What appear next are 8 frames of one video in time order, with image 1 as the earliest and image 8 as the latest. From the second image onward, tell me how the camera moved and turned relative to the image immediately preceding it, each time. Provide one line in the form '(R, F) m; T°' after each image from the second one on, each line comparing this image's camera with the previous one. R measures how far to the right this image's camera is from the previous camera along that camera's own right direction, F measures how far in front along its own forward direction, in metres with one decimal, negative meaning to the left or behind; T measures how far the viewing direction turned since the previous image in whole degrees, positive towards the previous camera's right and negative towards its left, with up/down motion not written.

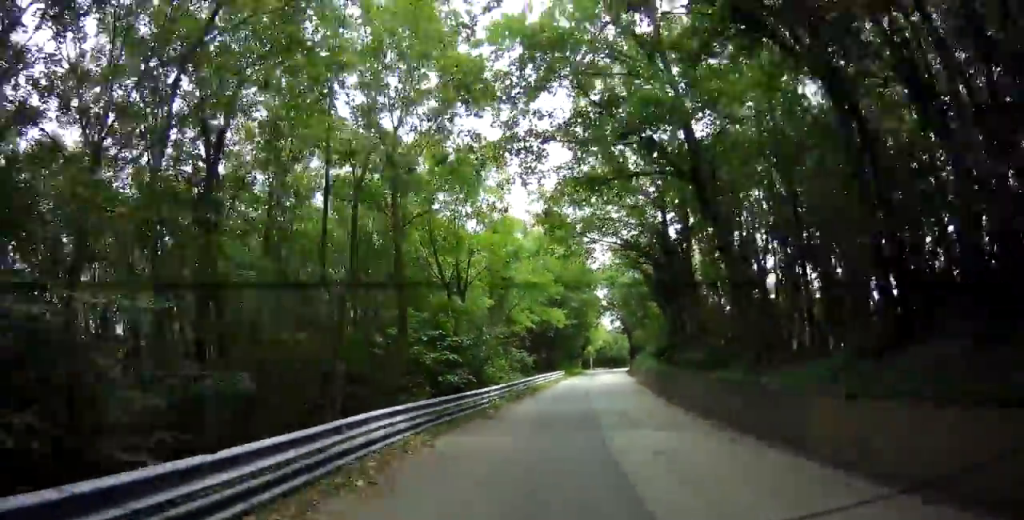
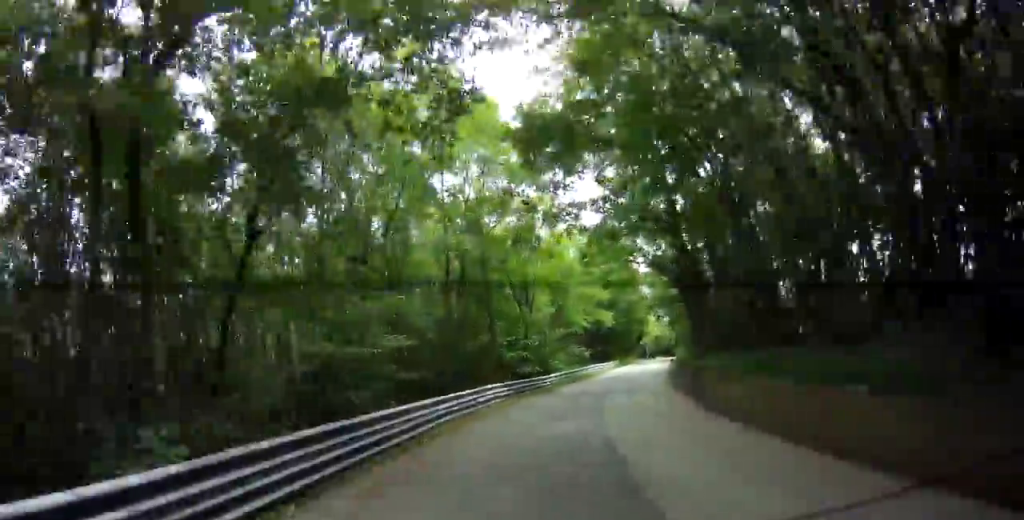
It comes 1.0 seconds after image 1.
(-0.6, +9.4) m; -15°
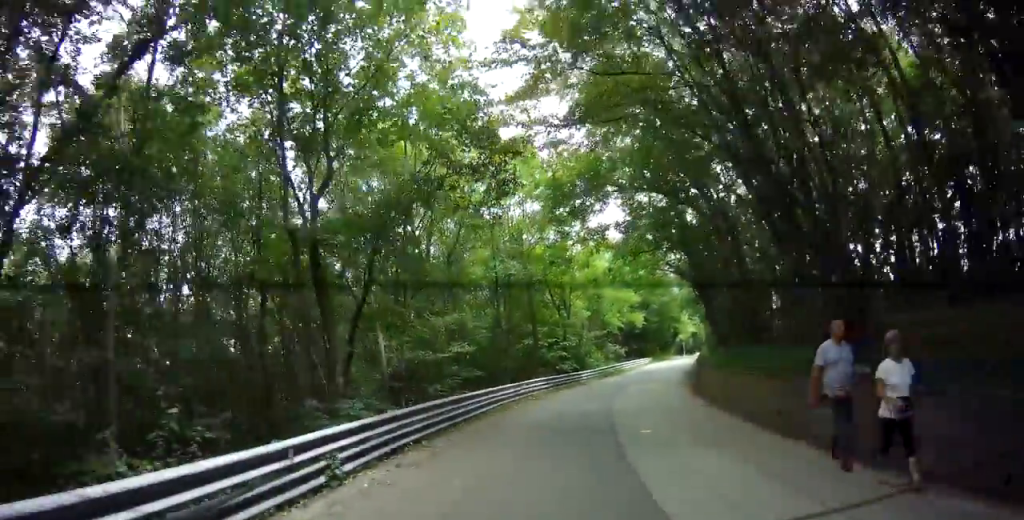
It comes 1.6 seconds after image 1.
(-1.0, +5.4) m; -6°
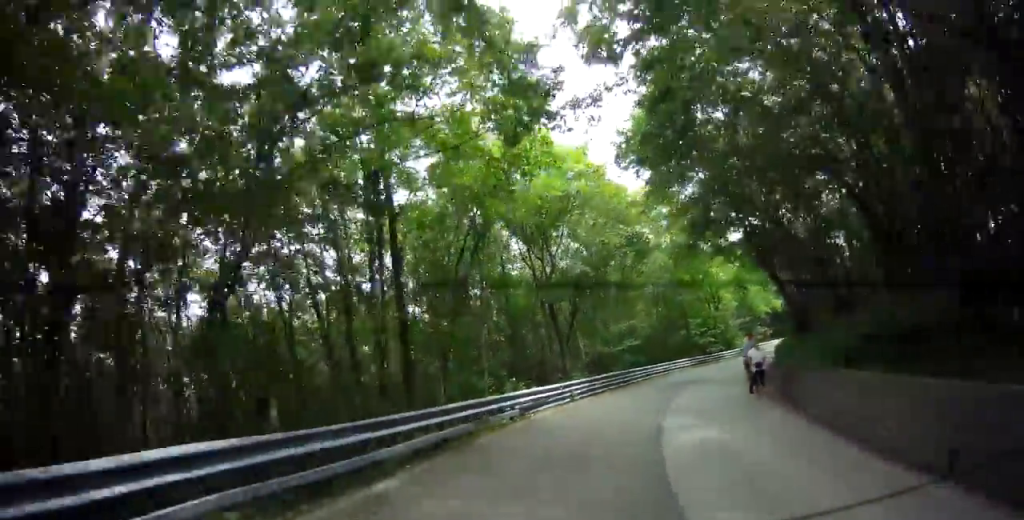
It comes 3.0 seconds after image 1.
(-1.0, +13.4) m; -6°
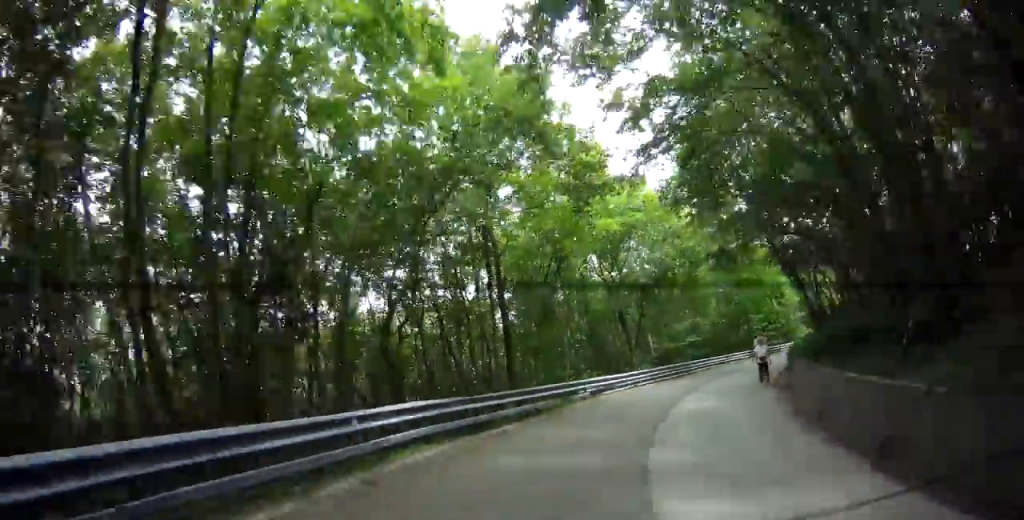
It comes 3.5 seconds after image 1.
(-0.2, +4.7) m; -5°
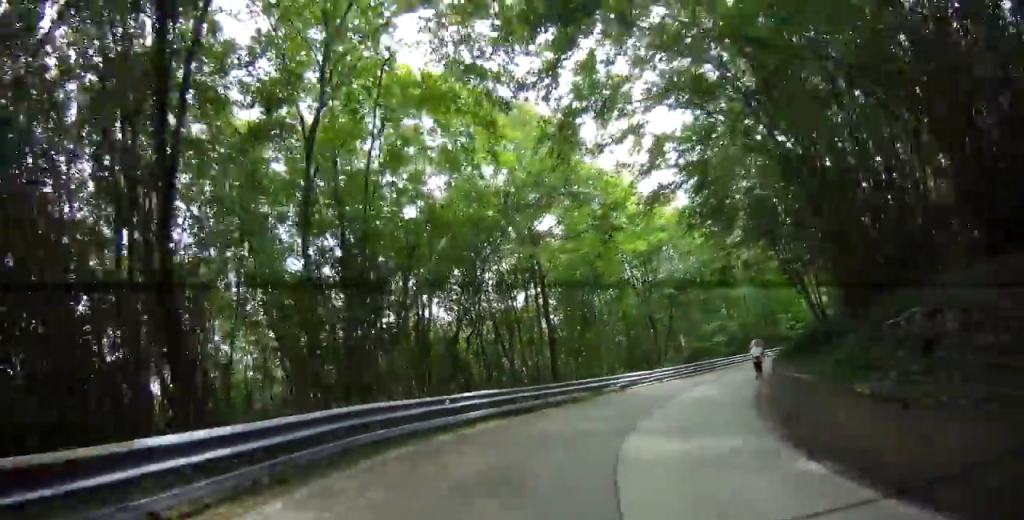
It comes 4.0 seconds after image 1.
(+0.1, +3.5) m; -4°
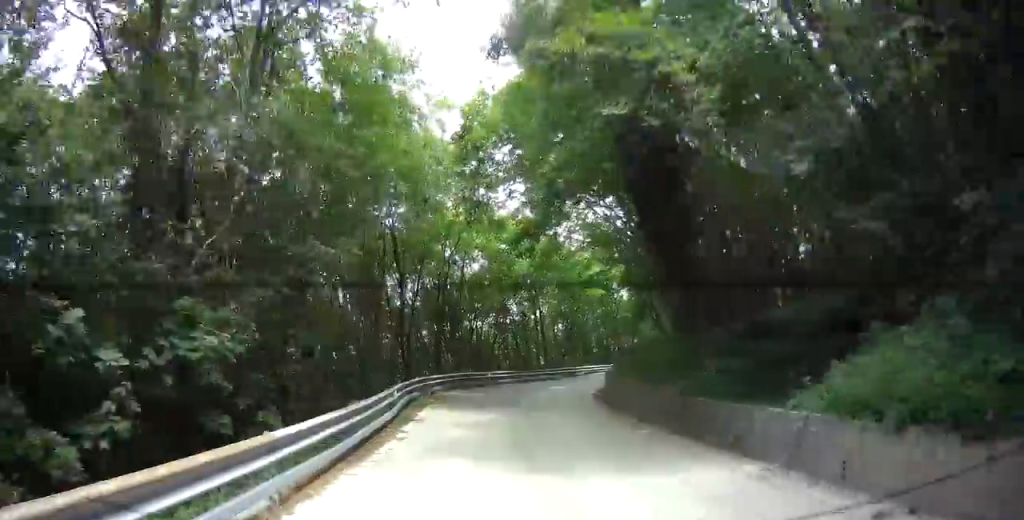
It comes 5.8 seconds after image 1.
(-0.9, +14.7) m; -4°
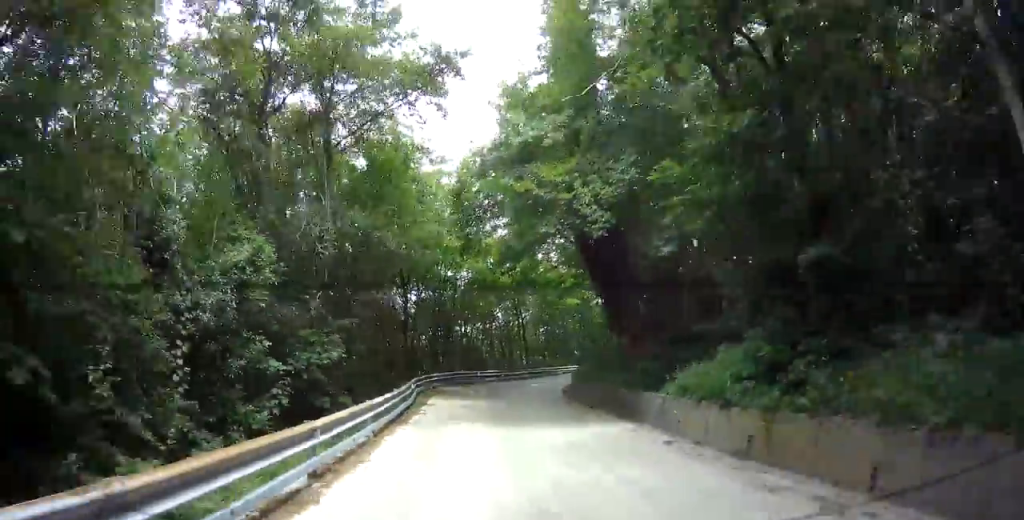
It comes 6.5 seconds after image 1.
(-0.1, +4.9) m; 0°
